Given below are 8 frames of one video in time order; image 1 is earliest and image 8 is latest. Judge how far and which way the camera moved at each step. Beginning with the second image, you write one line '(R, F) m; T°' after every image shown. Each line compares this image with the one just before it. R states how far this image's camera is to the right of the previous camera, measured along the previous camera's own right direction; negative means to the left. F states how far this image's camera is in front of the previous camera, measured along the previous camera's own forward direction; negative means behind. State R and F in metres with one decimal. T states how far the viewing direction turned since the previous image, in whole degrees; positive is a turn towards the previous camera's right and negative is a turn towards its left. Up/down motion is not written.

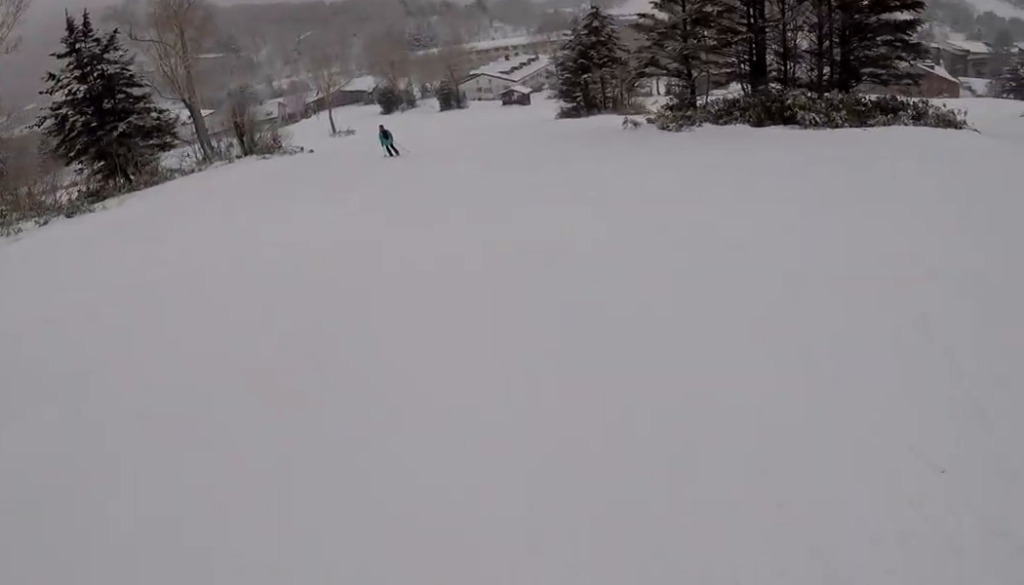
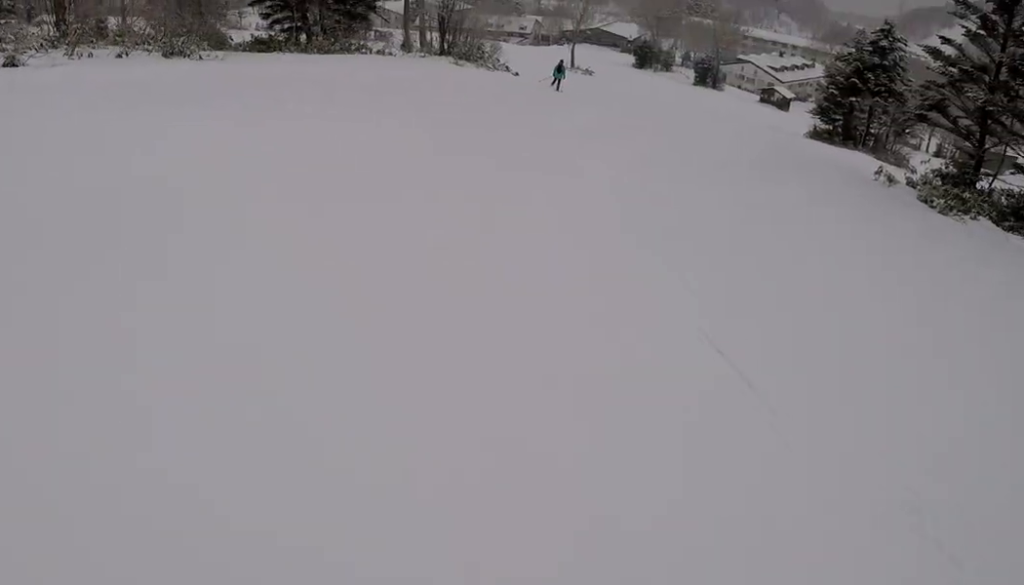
(-1.0, +6.5) m; -10°
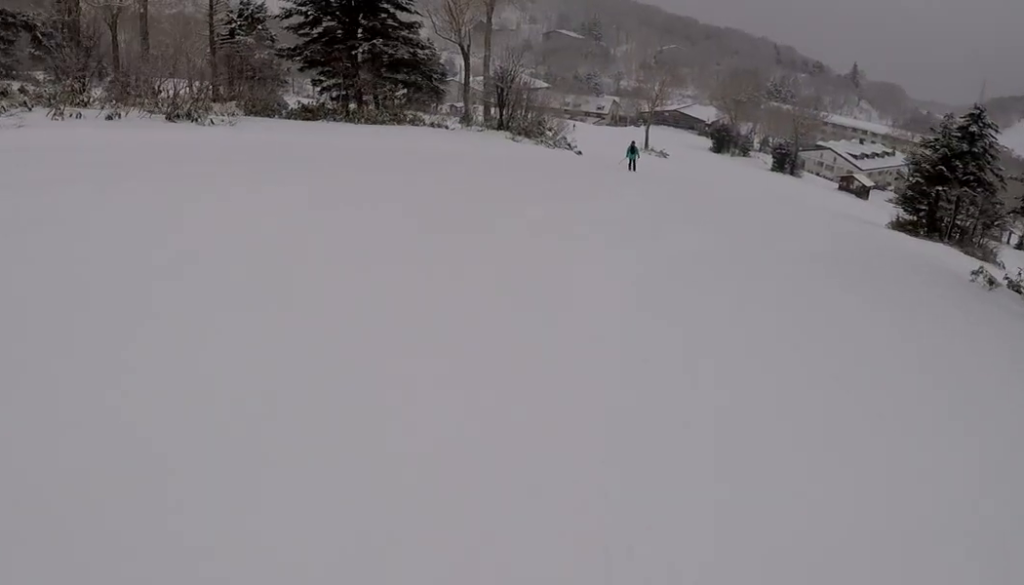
(-0.6, +3.4) m; 0°
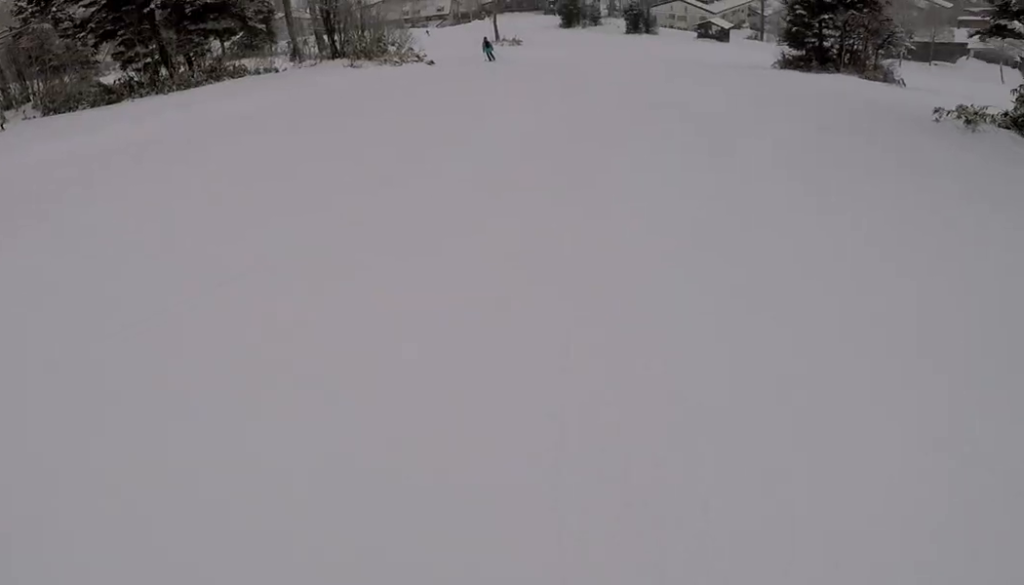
(+1.3, +5.8) m; +2°
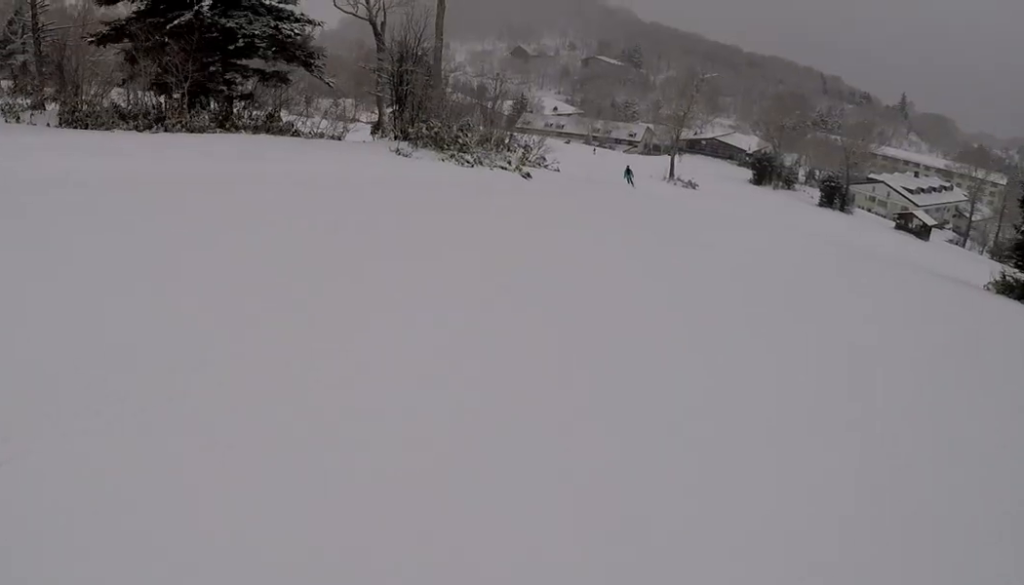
(-0.5, +11.5) m; -4°
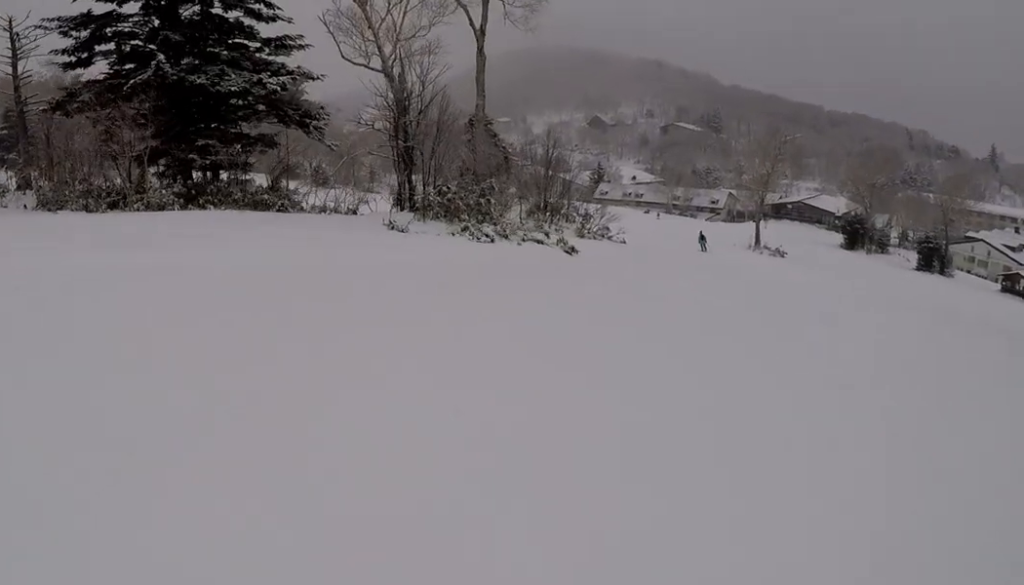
(-0.9, +6.1) m; -10°
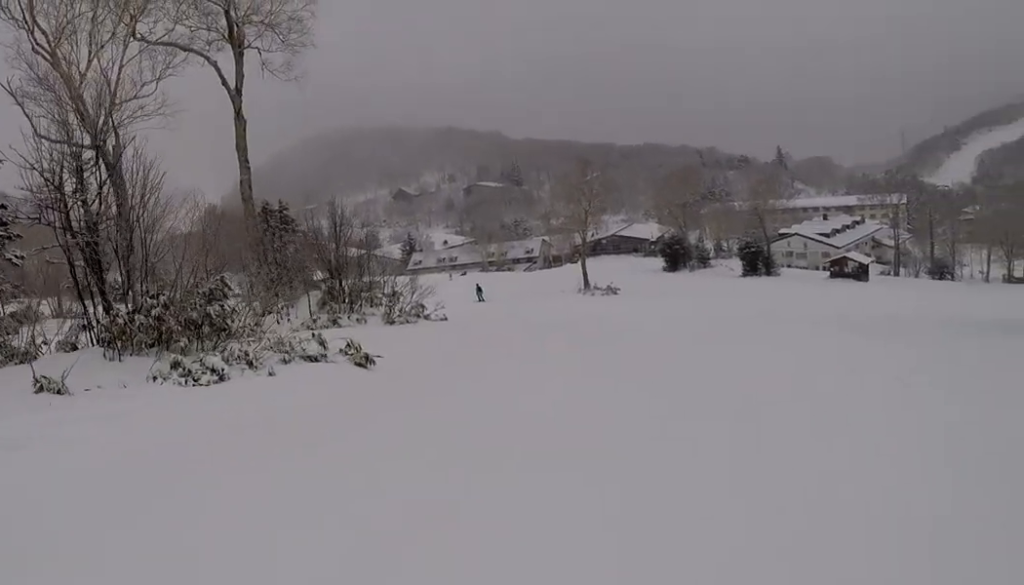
(+0.3, +9.1) m; +9°
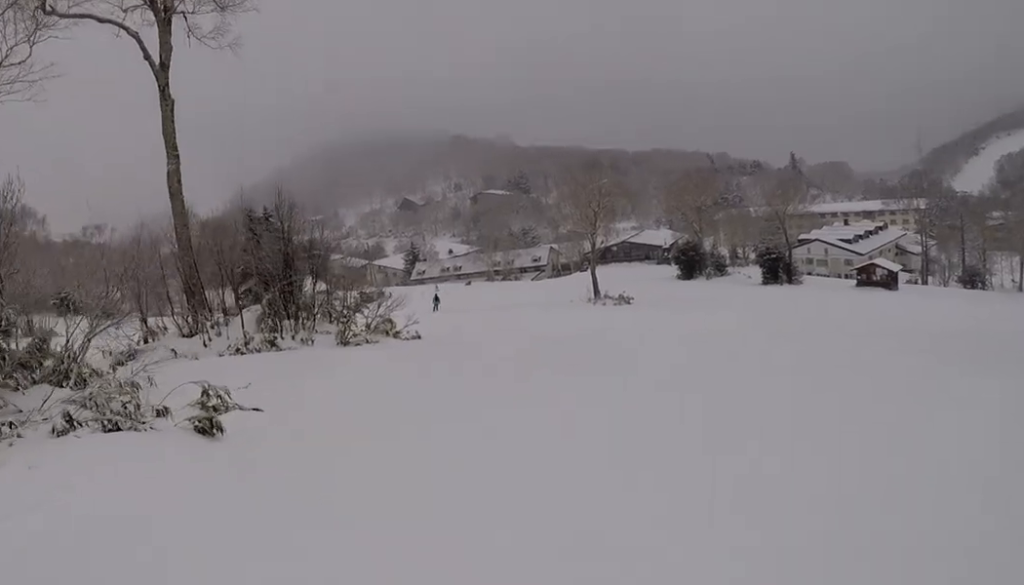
(+0.8, +6.1) m; -4°
